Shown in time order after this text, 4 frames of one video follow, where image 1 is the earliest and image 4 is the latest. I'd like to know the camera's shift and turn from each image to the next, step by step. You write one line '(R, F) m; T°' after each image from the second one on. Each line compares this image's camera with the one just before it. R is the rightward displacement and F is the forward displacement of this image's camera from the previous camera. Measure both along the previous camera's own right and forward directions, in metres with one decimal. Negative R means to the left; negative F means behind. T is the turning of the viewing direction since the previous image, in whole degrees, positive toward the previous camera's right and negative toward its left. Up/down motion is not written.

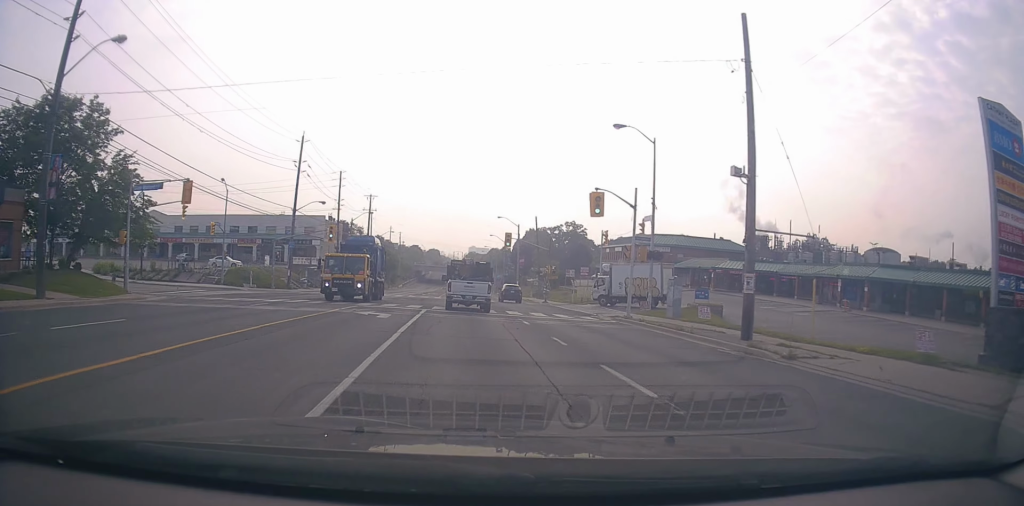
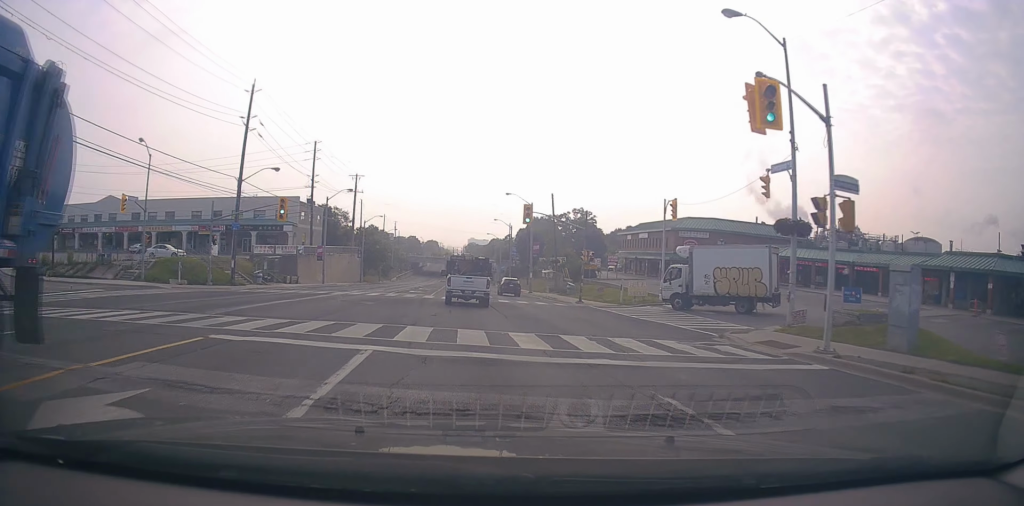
(-0.3, +15.5) m; 0°
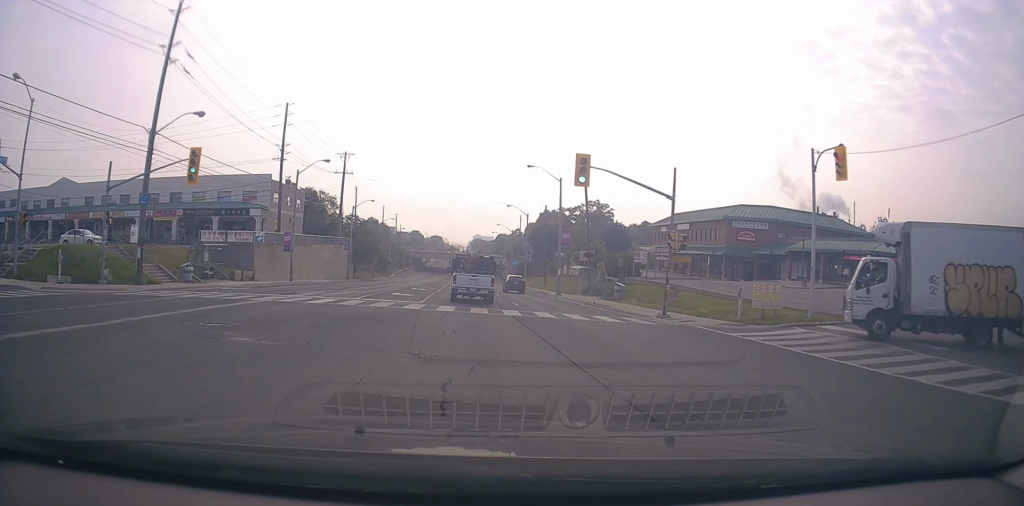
(+0.2, +15.2) m; -1°
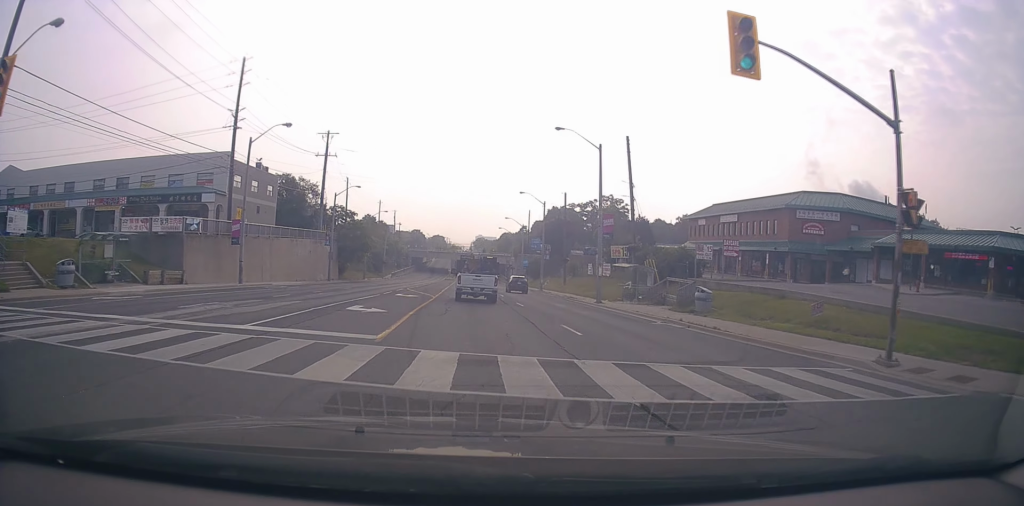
(-0.3, +13.6) m; 0°
